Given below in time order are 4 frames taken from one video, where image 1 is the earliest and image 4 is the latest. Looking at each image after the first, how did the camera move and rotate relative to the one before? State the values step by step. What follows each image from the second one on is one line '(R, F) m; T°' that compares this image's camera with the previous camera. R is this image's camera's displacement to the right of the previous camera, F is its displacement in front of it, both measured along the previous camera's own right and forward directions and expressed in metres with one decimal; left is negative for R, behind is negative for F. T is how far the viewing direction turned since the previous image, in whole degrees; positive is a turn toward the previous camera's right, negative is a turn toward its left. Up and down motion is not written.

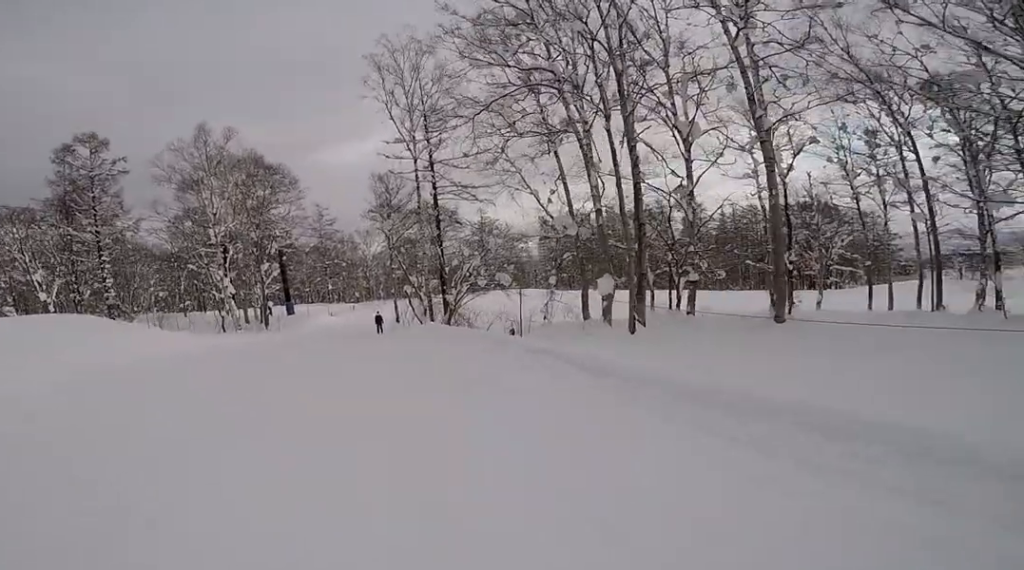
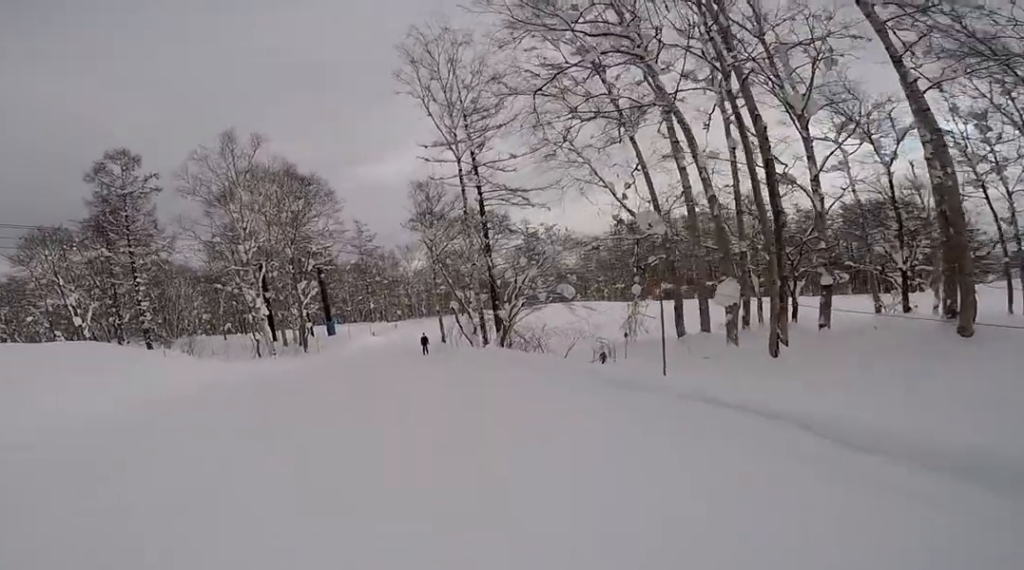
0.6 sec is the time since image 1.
(0.0, +3.3) m; 0°
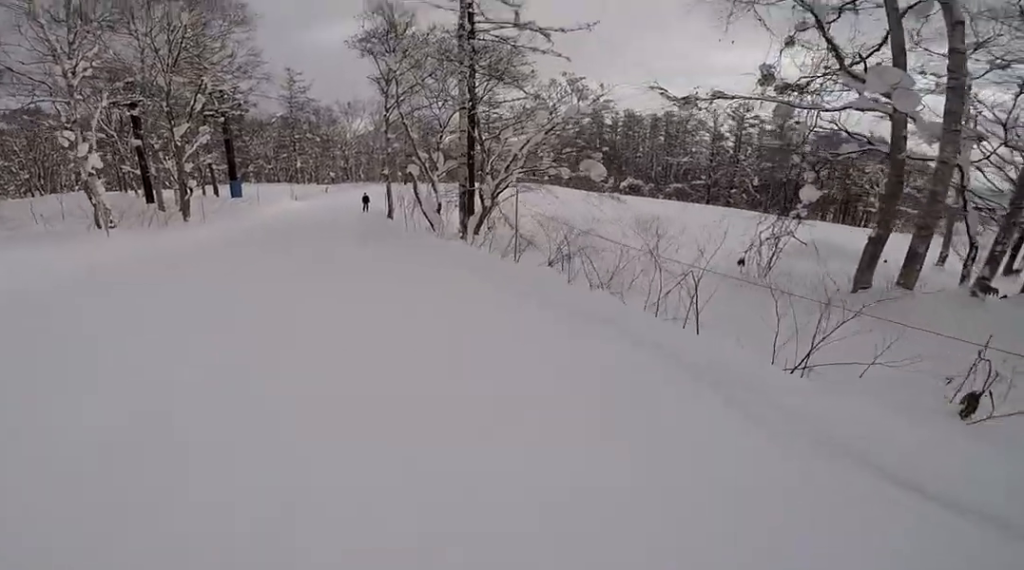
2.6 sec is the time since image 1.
(-1.8, +10.5) m; -16°
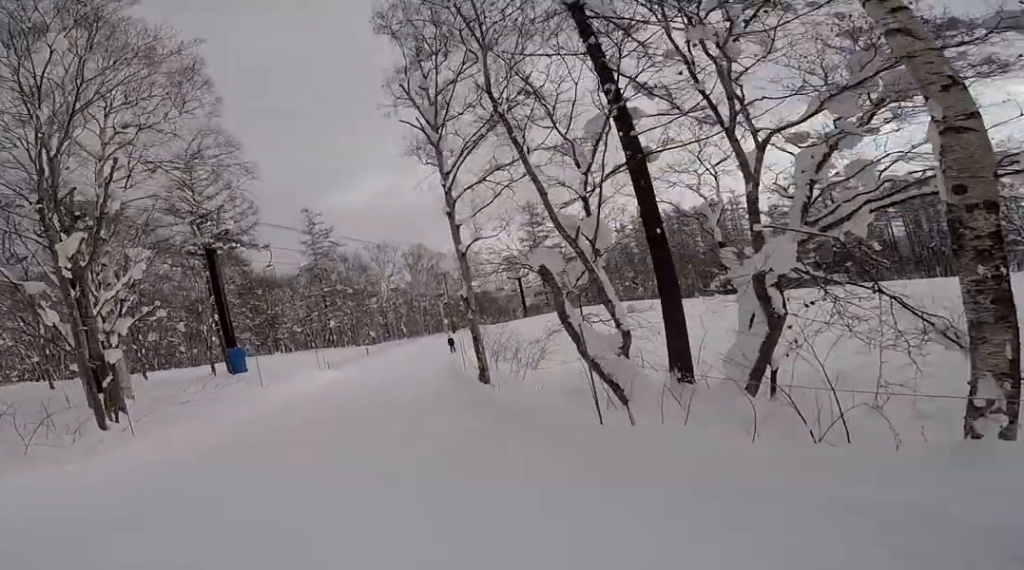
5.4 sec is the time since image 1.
(+3.0, +15.0) m; +16°
